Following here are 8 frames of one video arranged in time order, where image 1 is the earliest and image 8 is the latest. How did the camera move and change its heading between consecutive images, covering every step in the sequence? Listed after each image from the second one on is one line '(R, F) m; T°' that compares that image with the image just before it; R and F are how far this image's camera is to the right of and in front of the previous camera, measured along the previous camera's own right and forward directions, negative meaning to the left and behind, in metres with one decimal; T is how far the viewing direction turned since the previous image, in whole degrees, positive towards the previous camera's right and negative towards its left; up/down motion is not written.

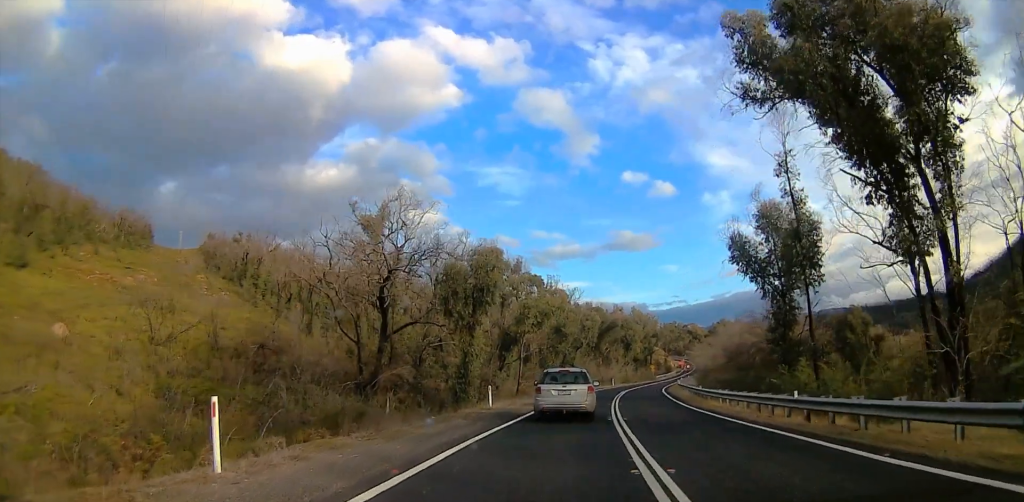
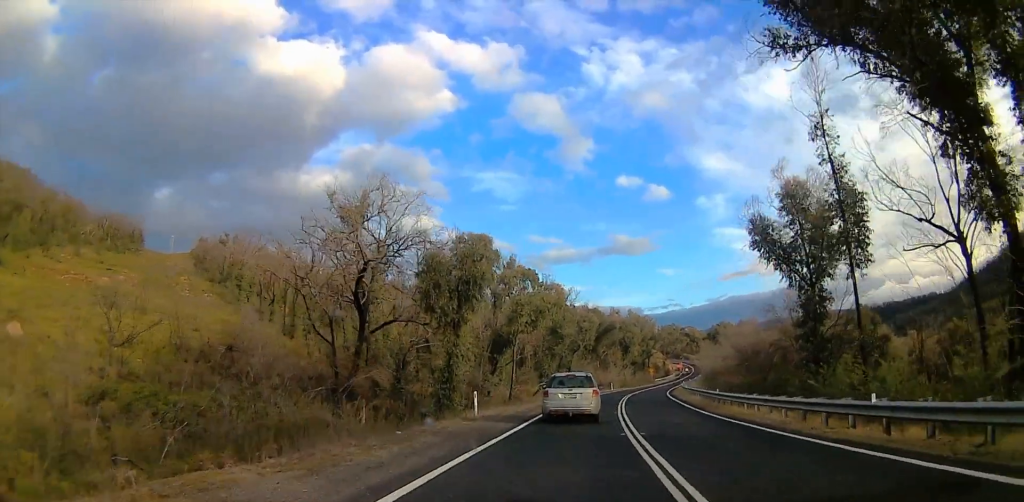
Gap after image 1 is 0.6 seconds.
(0.0, +4.7) m; 0°
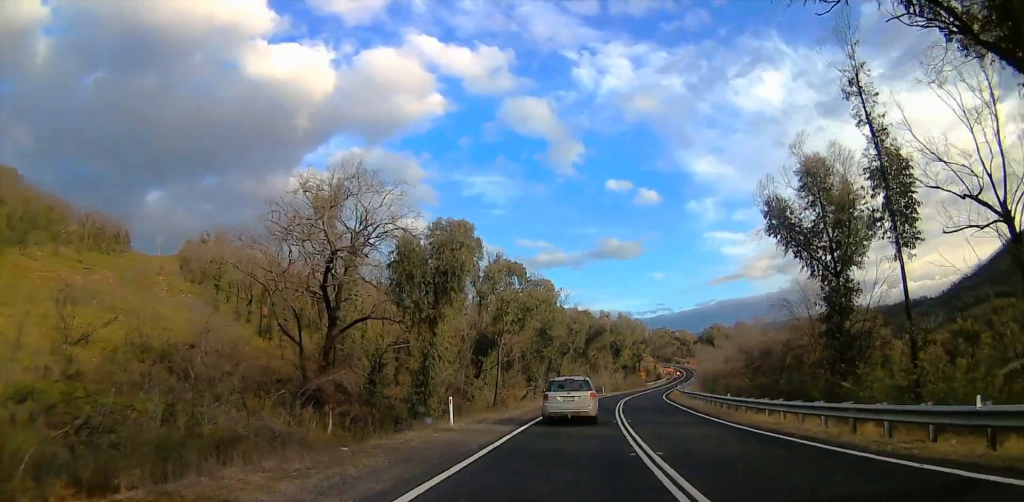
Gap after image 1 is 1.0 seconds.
(0.0, +4.3) m; 0°
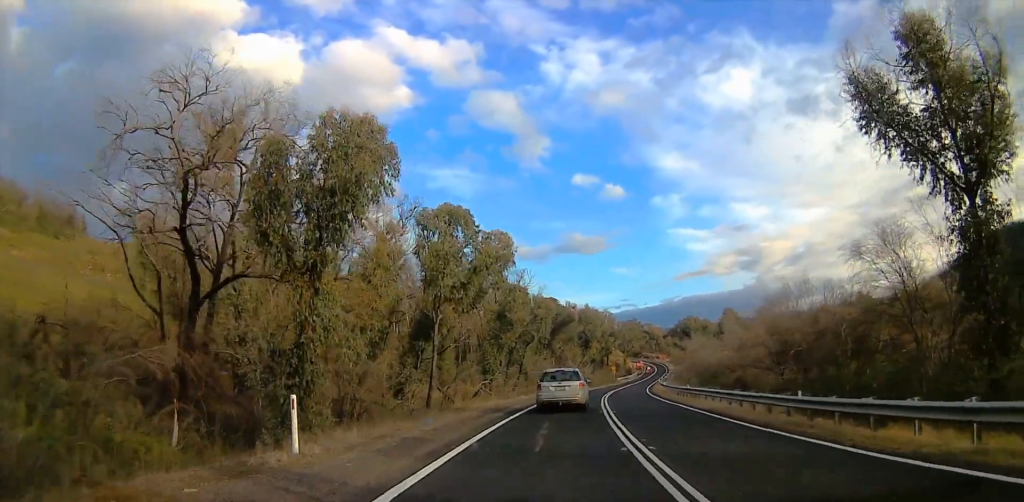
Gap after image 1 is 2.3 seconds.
(0.0, +12.0) m; 0°
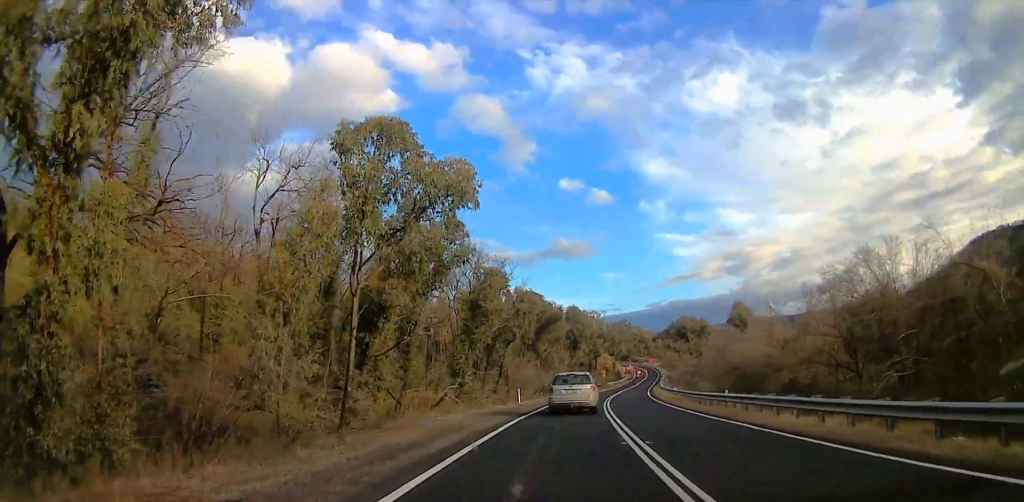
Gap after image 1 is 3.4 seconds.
(0.0, +10.9) m; 0°
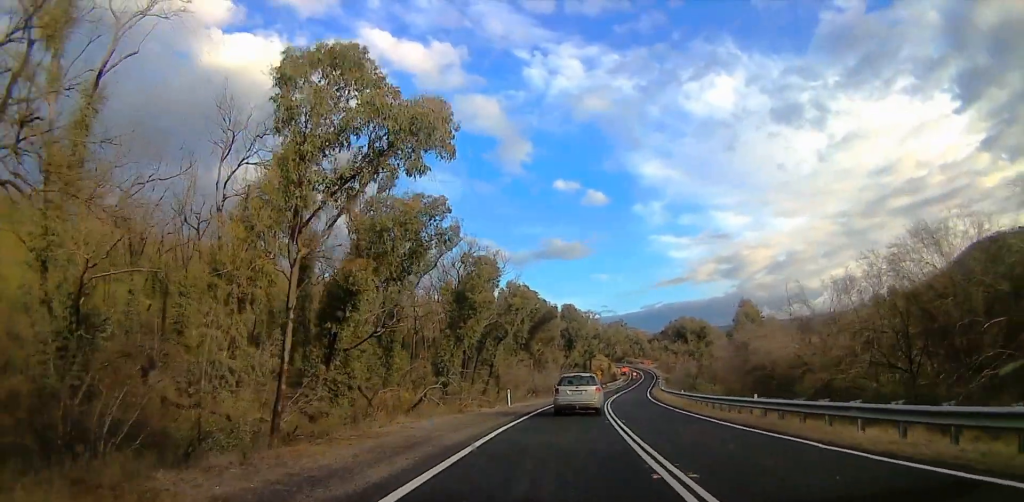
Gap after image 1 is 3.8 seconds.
(0.0, +4.7) m; +3°
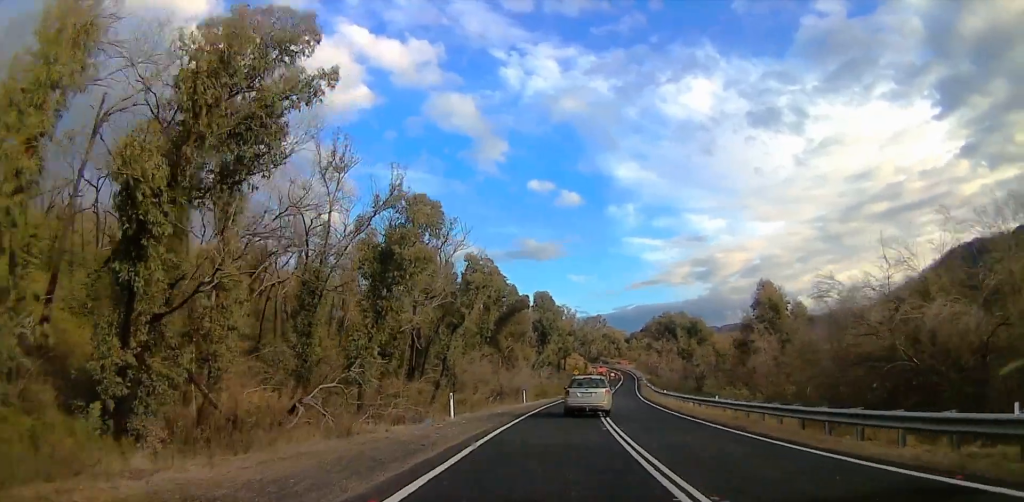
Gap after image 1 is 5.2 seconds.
(+1.1, +14.4) m; +4°
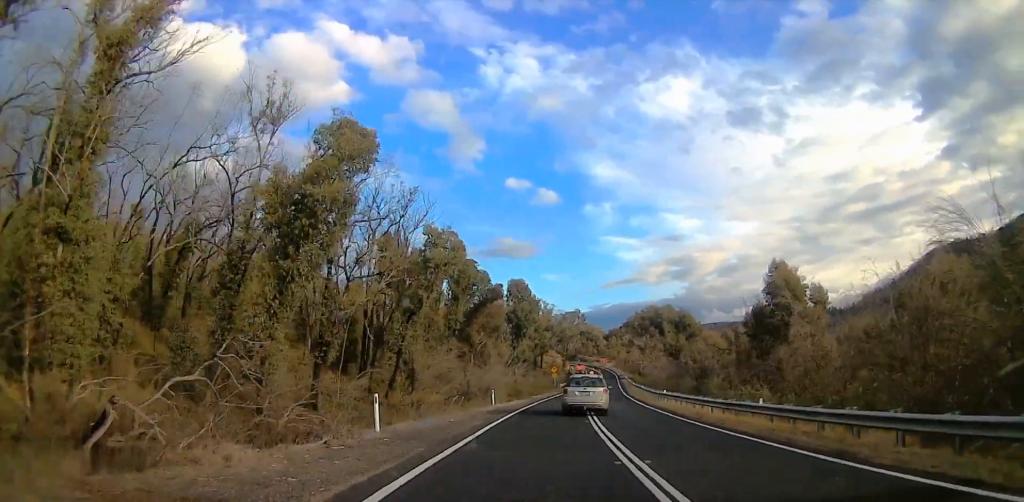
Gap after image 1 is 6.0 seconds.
(-0.3, +9.2) m; 0°
